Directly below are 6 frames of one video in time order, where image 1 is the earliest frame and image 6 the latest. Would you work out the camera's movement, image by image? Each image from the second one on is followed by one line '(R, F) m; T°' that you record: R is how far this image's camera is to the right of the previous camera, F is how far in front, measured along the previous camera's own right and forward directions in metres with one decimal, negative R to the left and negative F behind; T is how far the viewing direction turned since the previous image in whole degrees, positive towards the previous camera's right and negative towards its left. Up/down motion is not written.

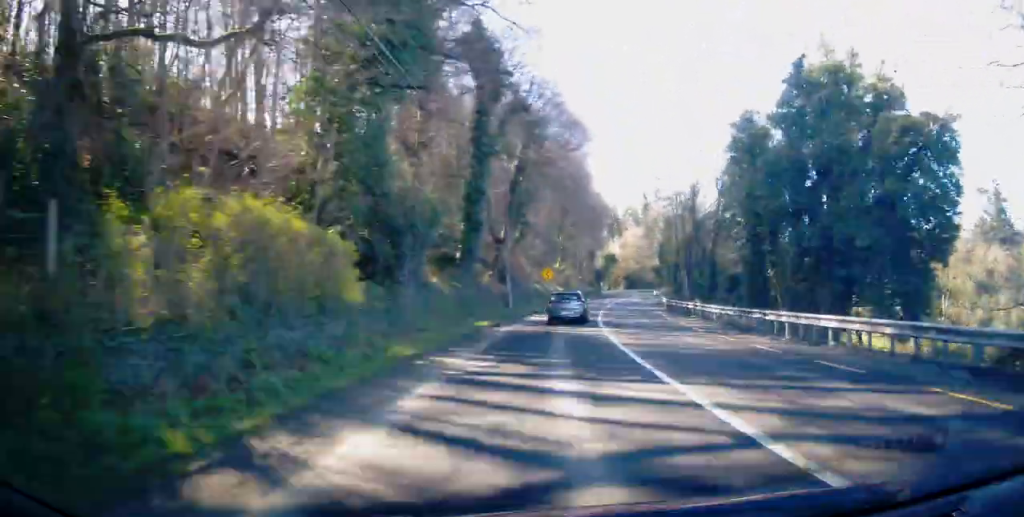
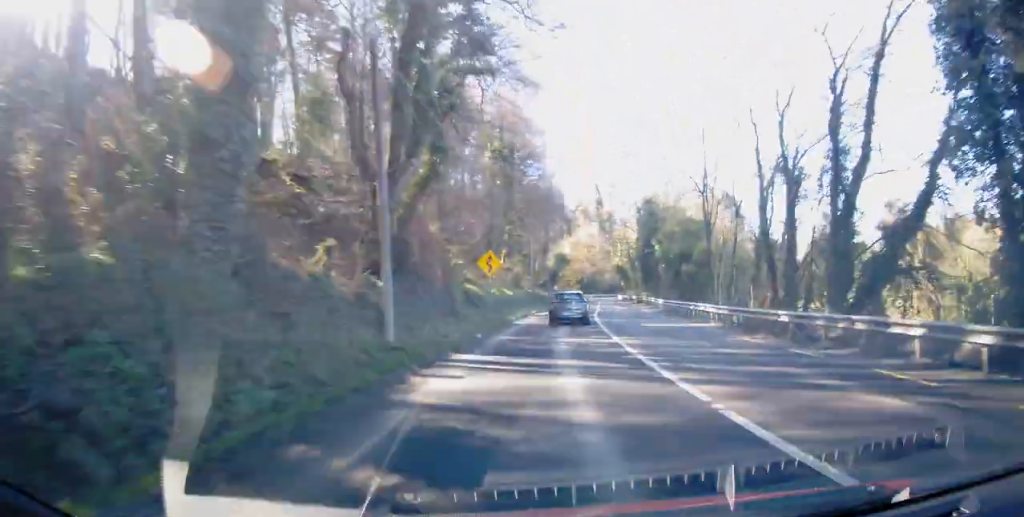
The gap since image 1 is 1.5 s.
(+0.6, +22.2) m; +5°
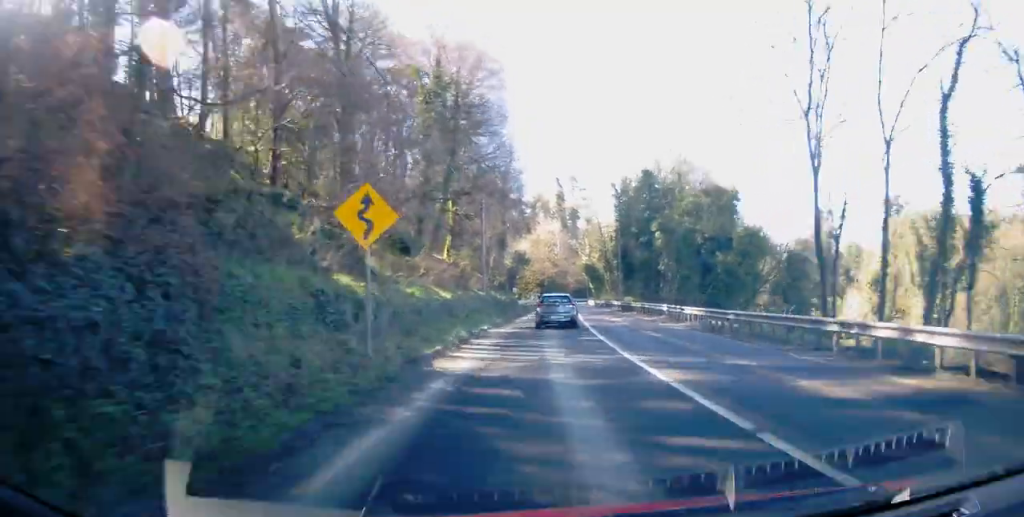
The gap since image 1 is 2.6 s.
(+0.8, +16.5) m; +5°
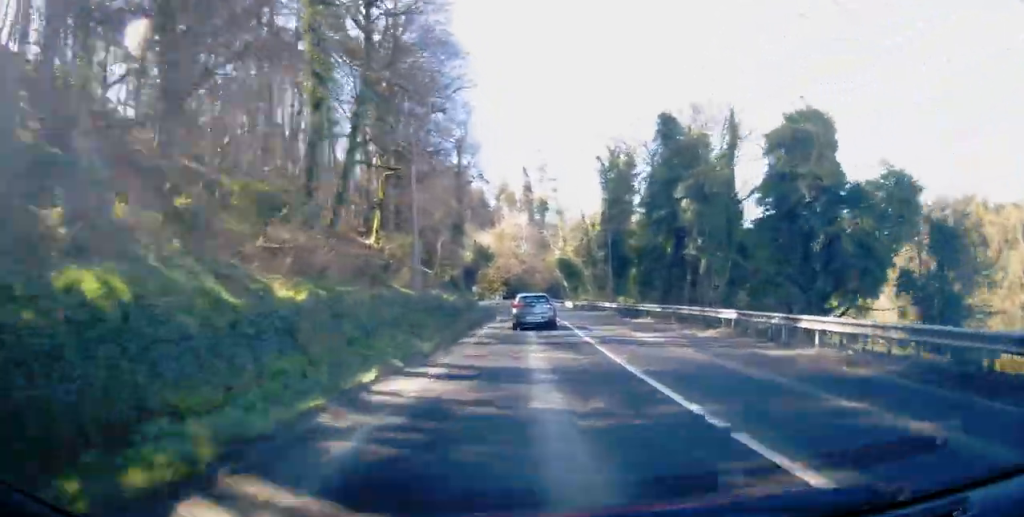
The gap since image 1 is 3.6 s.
(+0.5, +14.8) m; +3°
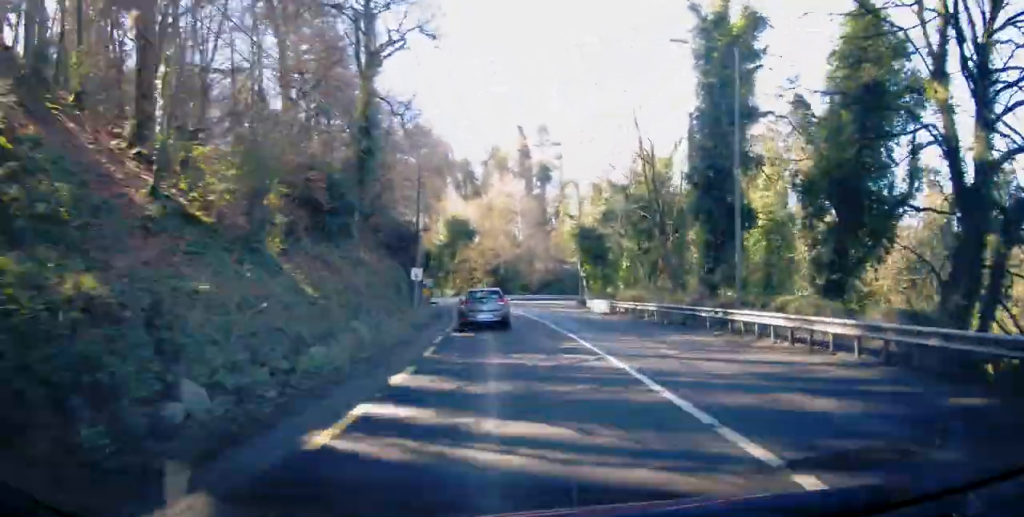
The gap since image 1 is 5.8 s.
(+0.6, +31.5) m; 0°
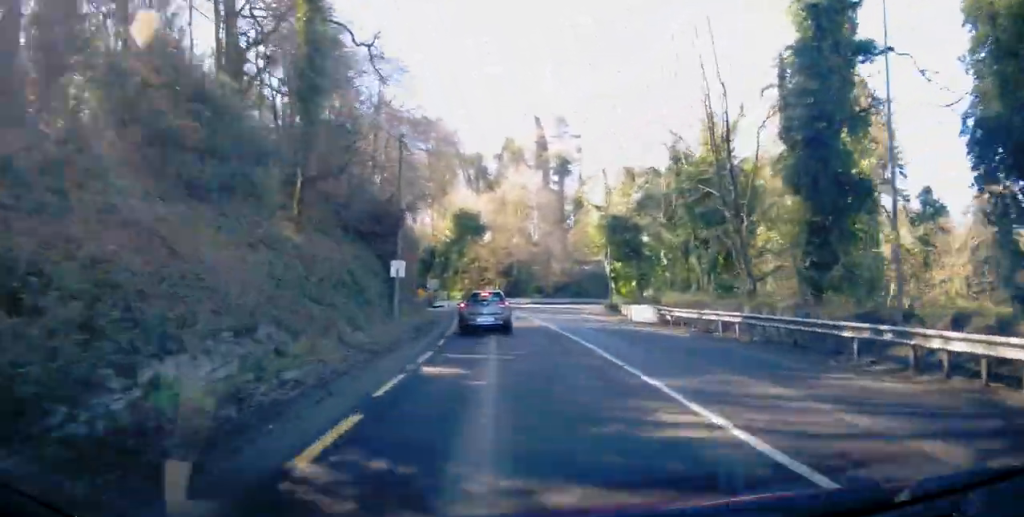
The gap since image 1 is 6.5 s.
(-0.1, +8.7) m; -1°
